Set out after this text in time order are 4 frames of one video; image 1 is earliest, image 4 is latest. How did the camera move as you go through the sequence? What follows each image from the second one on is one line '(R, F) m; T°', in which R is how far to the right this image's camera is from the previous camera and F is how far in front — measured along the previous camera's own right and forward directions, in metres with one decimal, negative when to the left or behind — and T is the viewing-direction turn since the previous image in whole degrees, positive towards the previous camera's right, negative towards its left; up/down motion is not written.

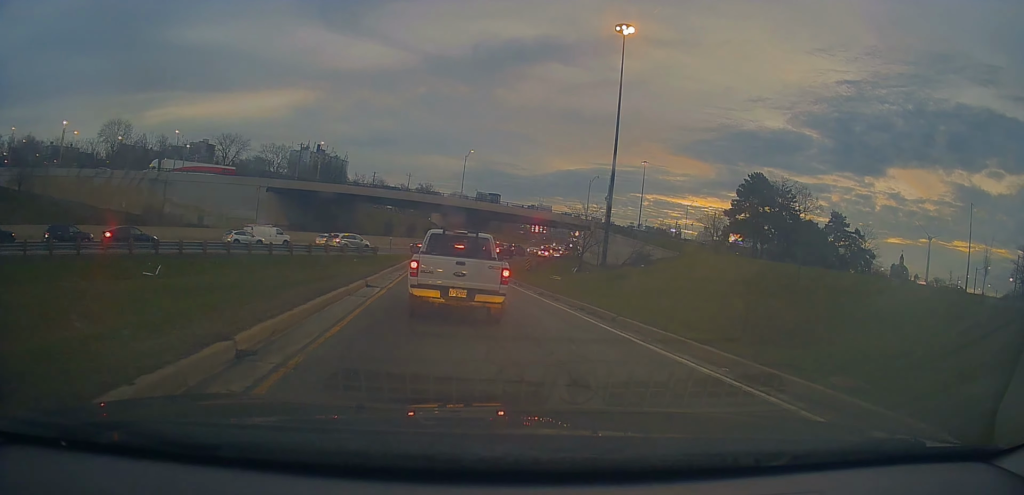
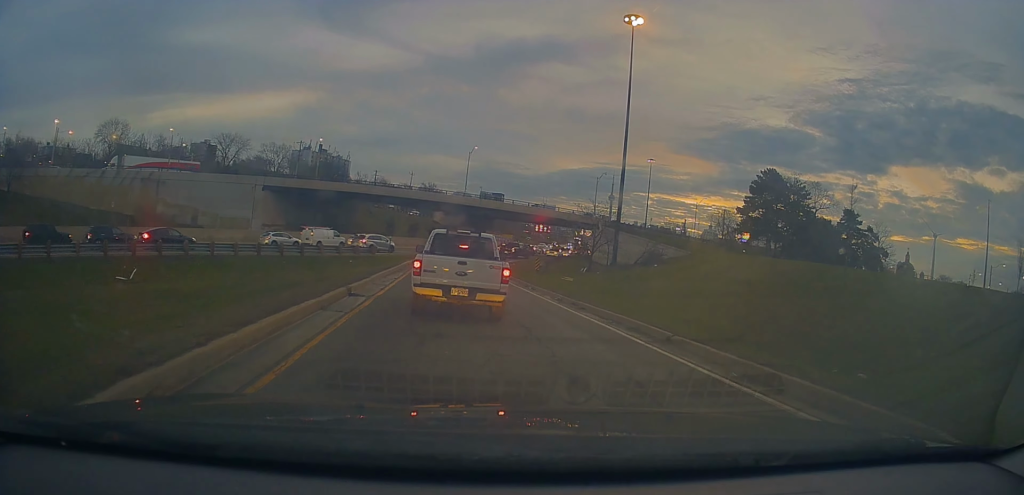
(-0.1, +3.4) m; -1°
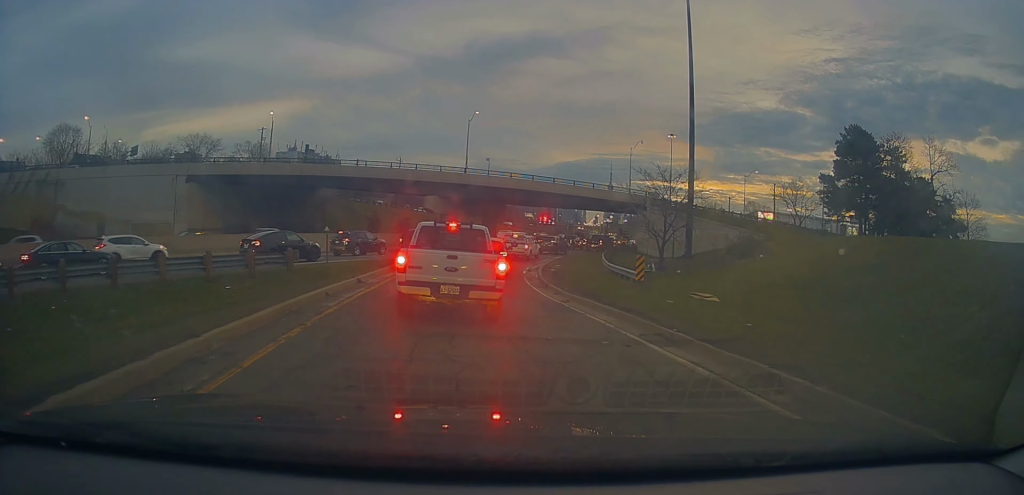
(-0.4, +24.0) m; -4°
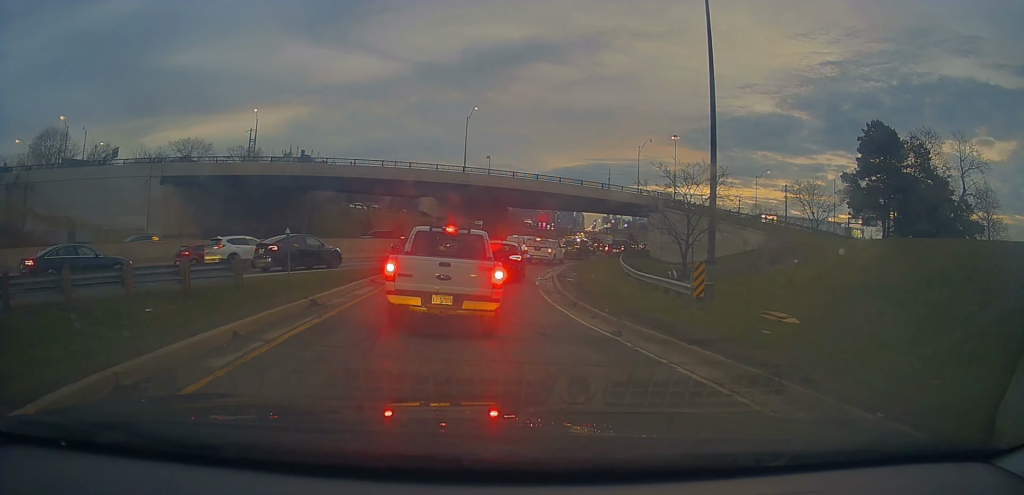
(0.0, +6.0) m; +2°
